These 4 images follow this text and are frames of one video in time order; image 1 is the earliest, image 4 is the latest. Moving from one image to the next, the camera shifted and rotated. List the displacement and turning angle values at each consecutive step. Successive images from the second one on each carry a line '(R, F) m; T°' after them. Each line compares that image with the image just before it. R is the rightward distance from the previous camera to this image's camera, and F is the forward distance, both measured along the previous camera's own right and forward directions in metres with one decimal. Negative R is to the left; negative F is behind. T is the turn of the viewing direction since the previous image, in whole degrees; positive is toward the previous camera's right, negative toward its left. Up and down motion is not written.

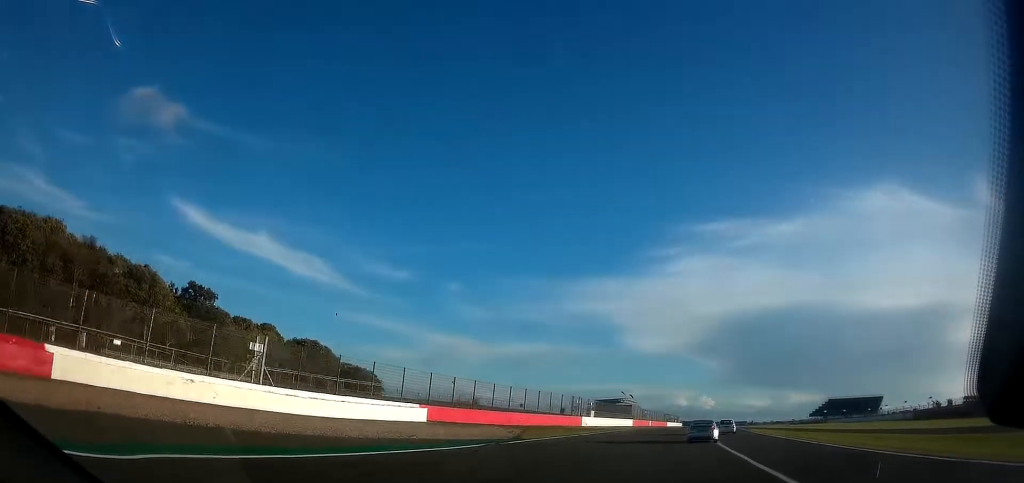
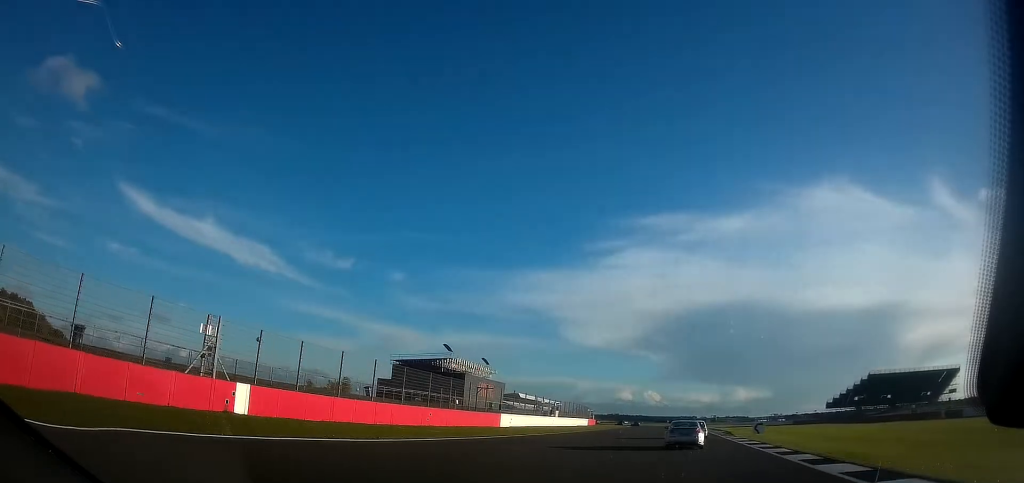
(+5.6, +143.2) m; +3°
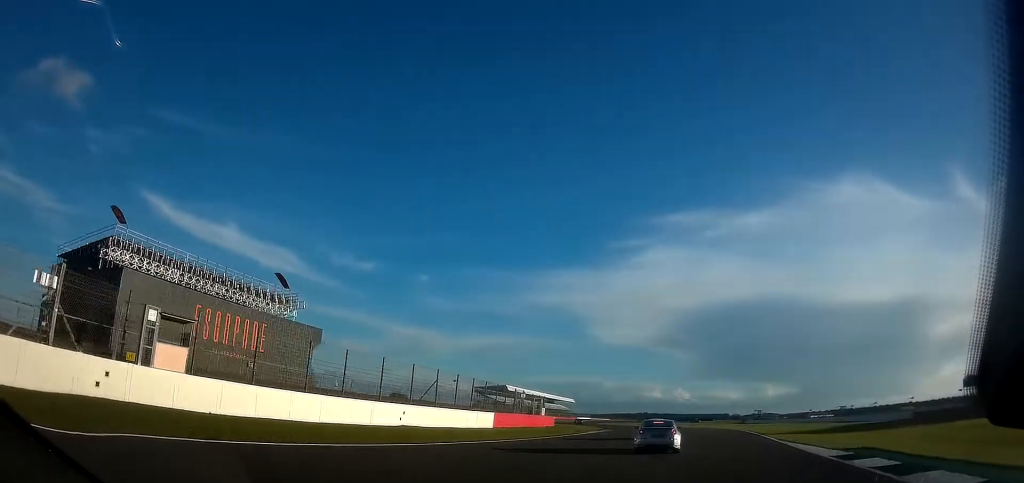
(-2.9, +79.2) m; -6°
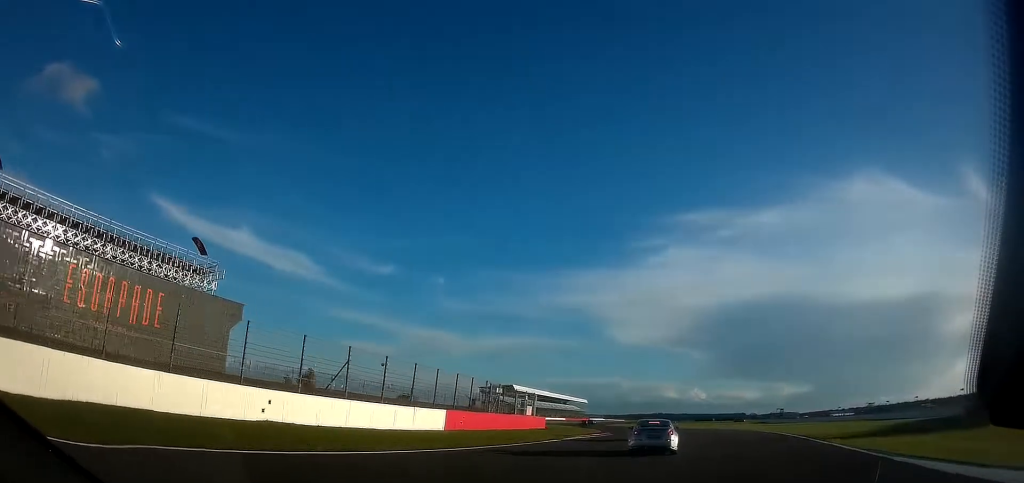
(-0.2, +14.2) m; -2°
